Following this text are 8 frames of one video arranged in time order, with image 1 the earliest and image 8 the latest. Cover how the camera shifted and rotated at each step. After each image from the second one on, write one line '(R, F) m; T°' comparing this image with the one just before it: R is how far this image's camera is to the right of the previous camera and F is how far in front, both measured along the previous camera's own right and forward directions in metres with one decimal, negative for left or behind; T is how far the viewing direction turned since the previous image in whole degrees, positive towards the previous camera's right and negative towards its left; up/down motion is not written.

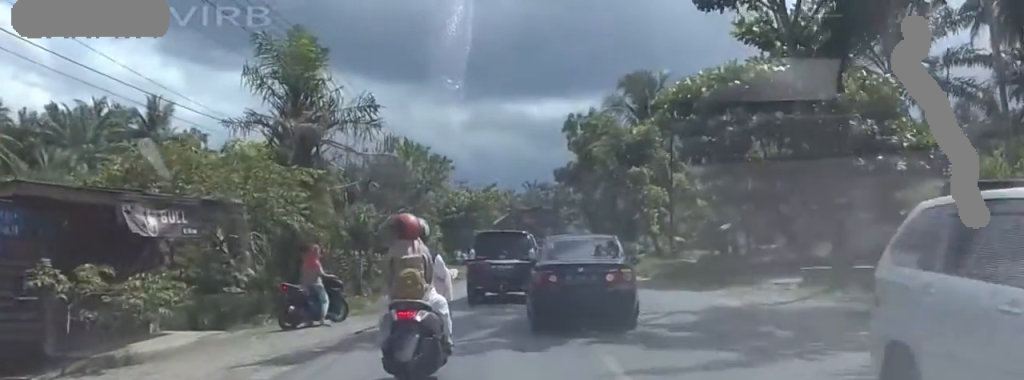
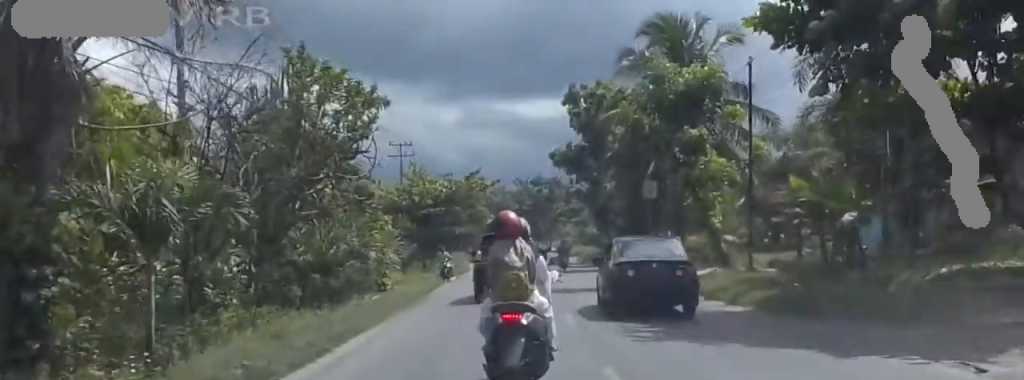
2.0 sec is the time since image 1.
(+0.8, +17.0) m; +2°
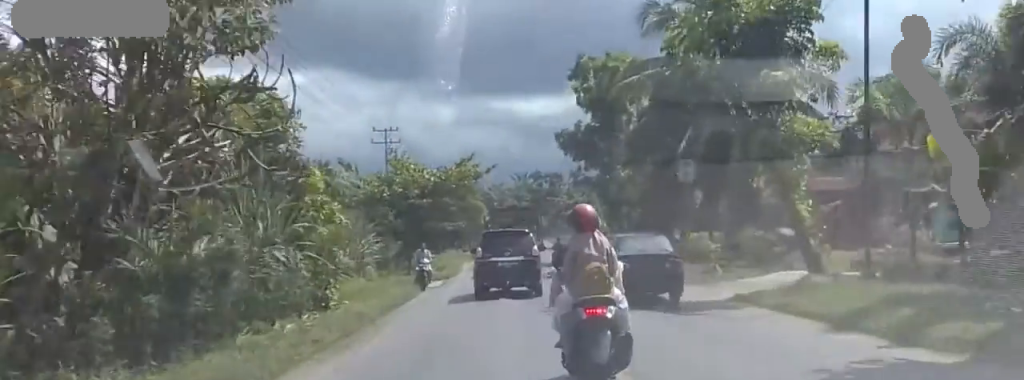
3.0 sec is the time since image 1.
(0.0, +8.9) m; 0°
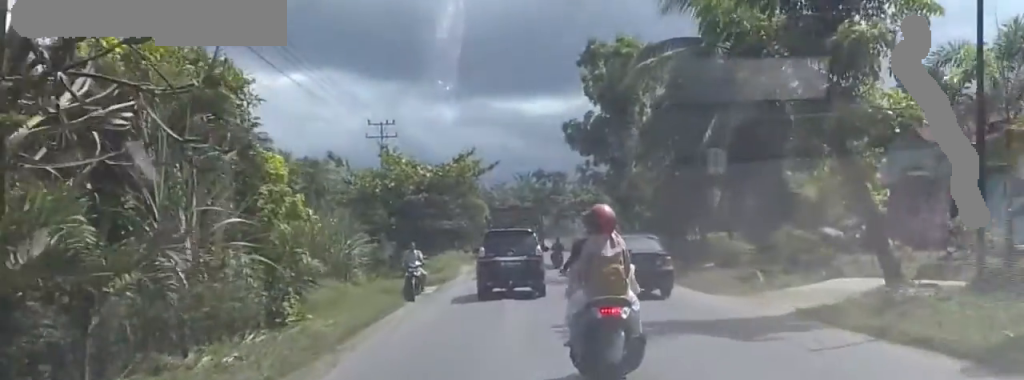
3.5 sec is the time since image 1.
(0.0, +4.1) m; 0°
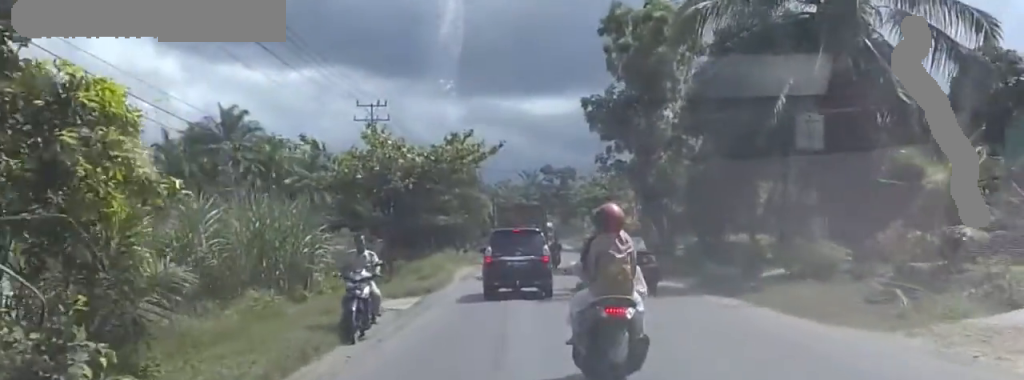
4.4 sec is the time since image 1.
(0.0, +8.0) m; 0°
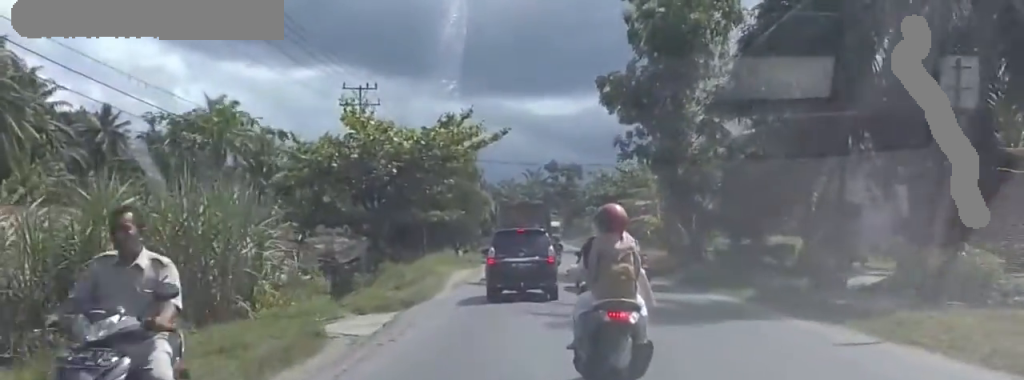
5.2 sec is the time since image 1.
(0.0, +6.4) m; 0°
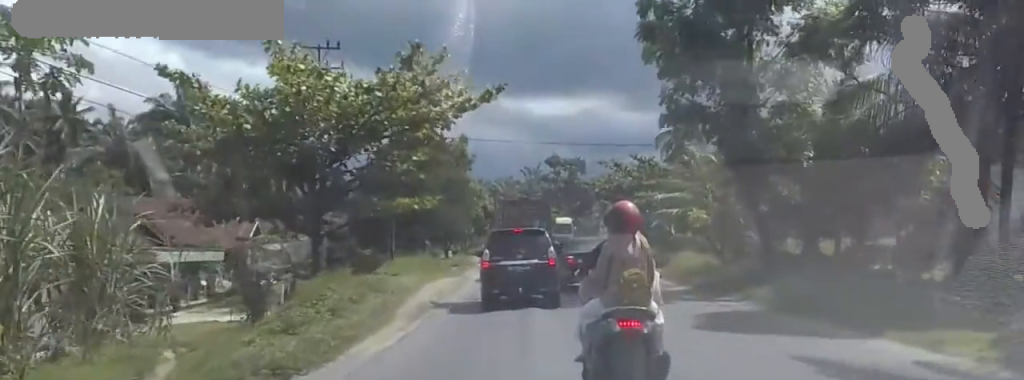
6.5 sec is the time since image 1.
(0.0, +12.1) m; 0°
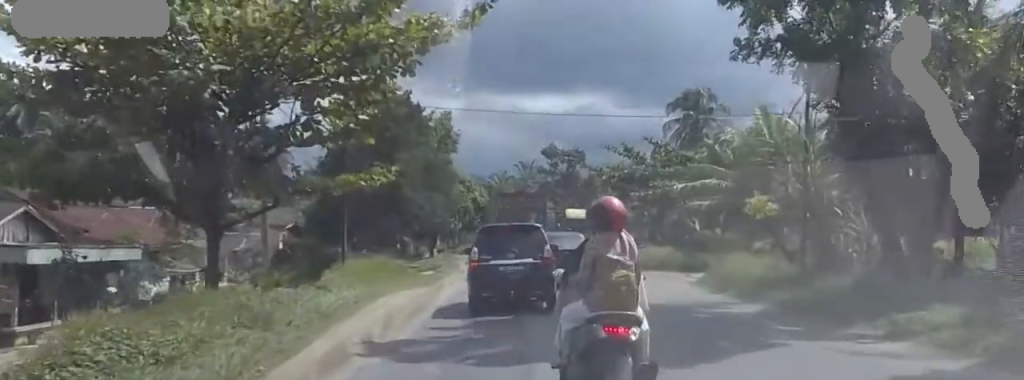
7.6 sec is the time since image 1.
(0.0, +11.0) m; -1°
